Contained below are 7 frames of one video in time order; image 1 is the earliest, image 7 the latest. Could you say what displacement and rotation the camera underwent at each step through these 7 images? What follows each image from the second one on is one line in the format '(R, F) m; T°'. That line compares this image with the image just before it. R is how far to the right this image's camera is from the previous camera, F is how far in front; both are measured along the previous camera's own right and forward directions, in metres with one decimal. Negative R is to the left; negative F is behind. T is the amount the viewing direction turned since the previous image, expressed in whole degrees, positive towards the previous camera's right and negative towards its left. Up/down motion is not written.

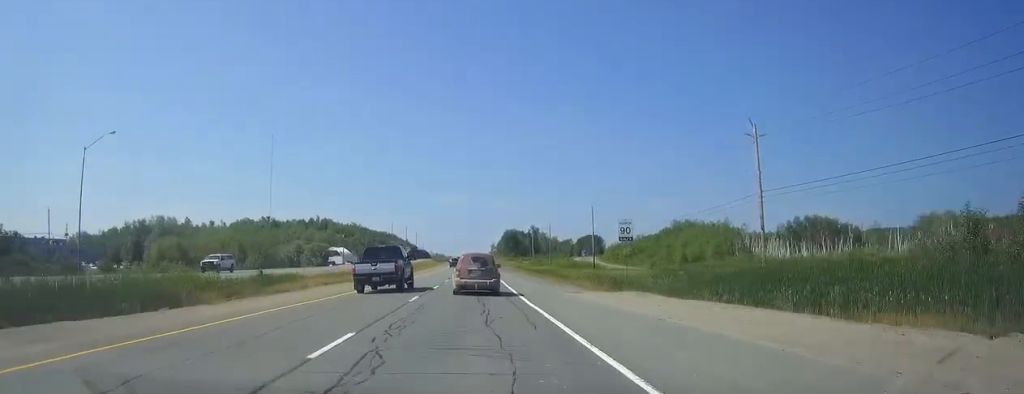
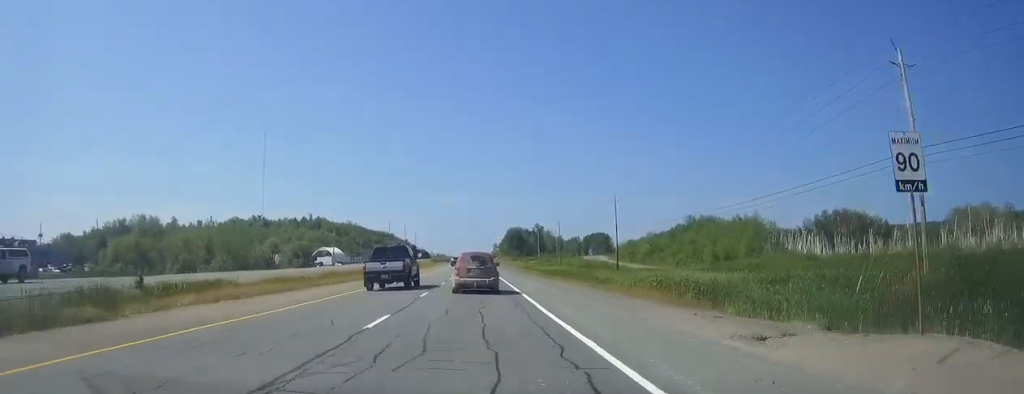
(0.0, +19.8) m; 0°
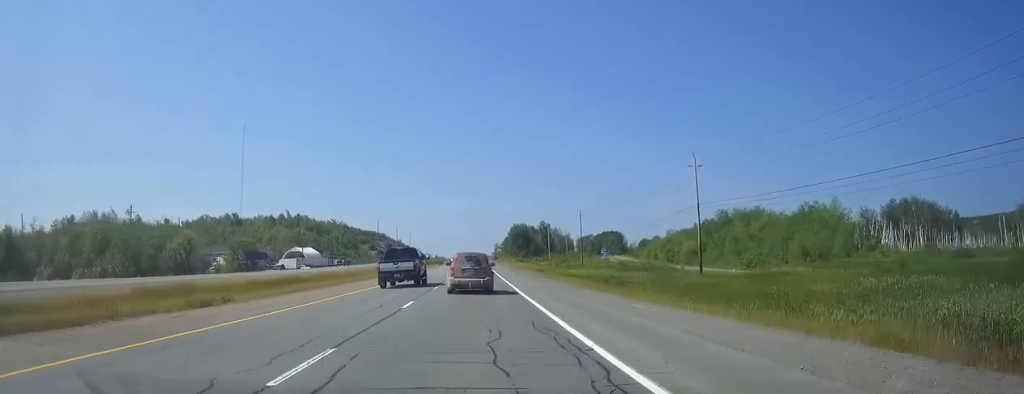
(0.0, +40.8) m; 0°
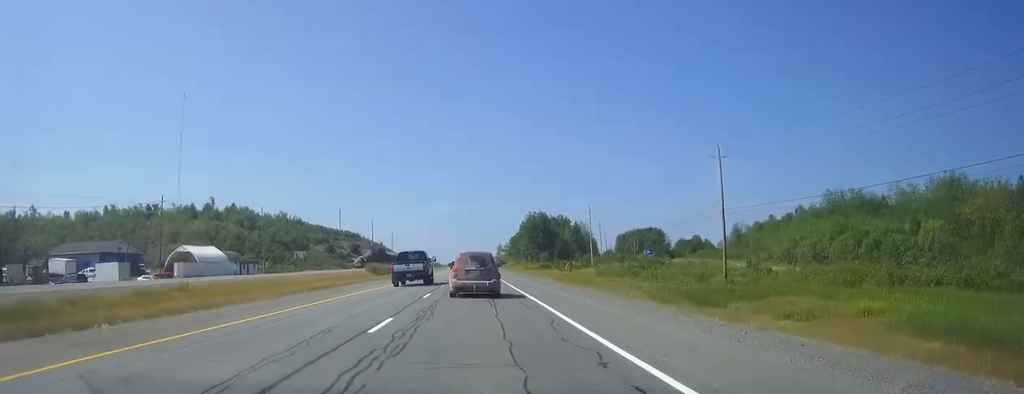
(-0.1, +88.4) m; 0°
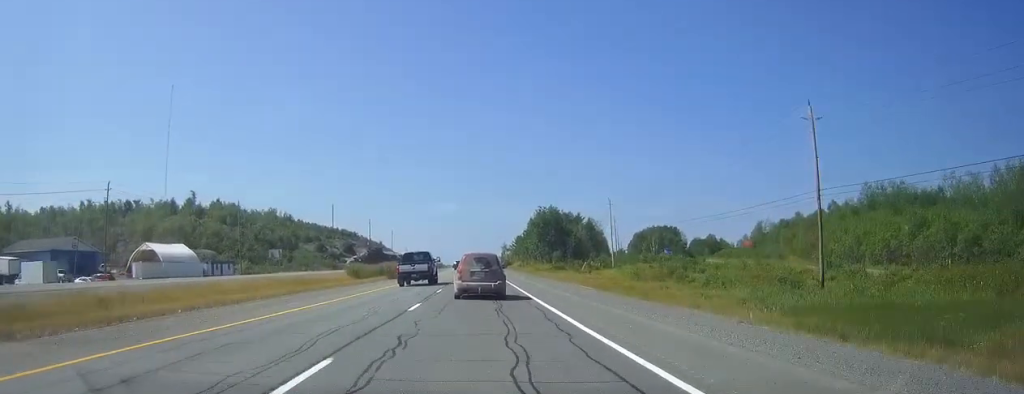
(0.0, +18.7) m; 0°
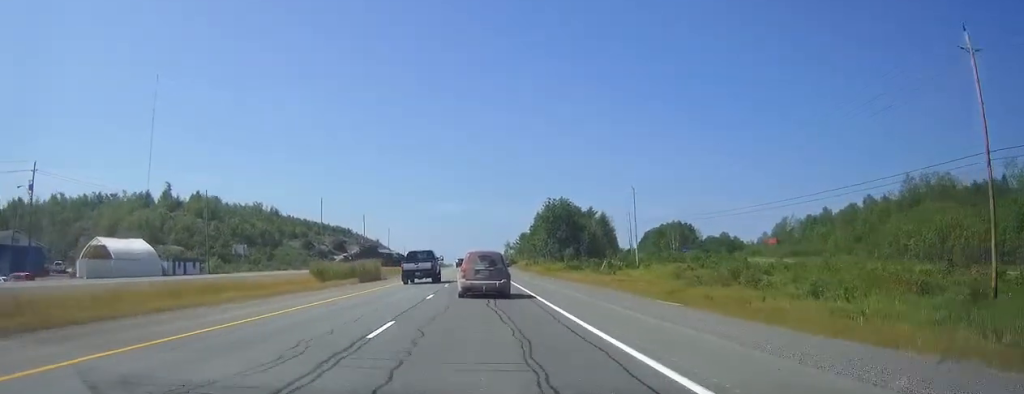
(0.0, +18.7) m; 0°
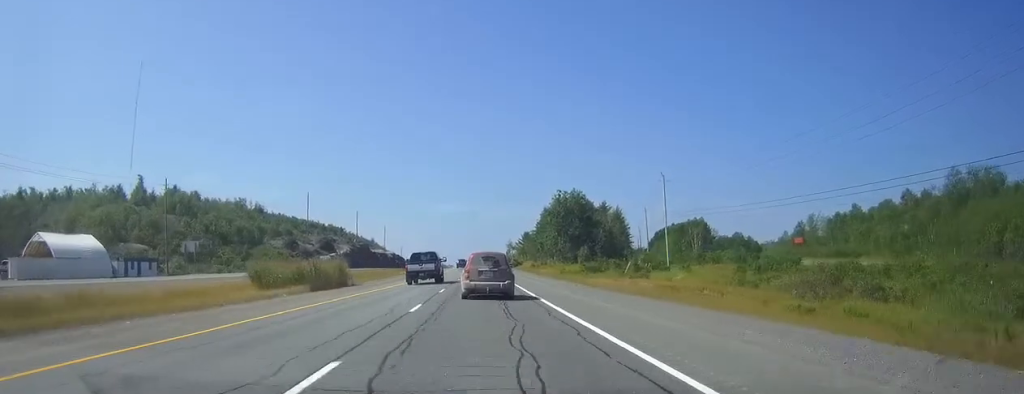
(0.0, +17.7) m; 0°
